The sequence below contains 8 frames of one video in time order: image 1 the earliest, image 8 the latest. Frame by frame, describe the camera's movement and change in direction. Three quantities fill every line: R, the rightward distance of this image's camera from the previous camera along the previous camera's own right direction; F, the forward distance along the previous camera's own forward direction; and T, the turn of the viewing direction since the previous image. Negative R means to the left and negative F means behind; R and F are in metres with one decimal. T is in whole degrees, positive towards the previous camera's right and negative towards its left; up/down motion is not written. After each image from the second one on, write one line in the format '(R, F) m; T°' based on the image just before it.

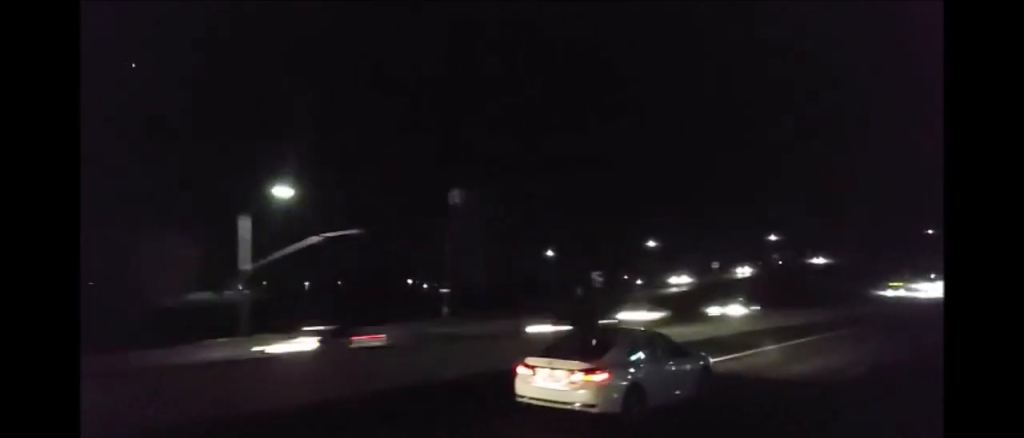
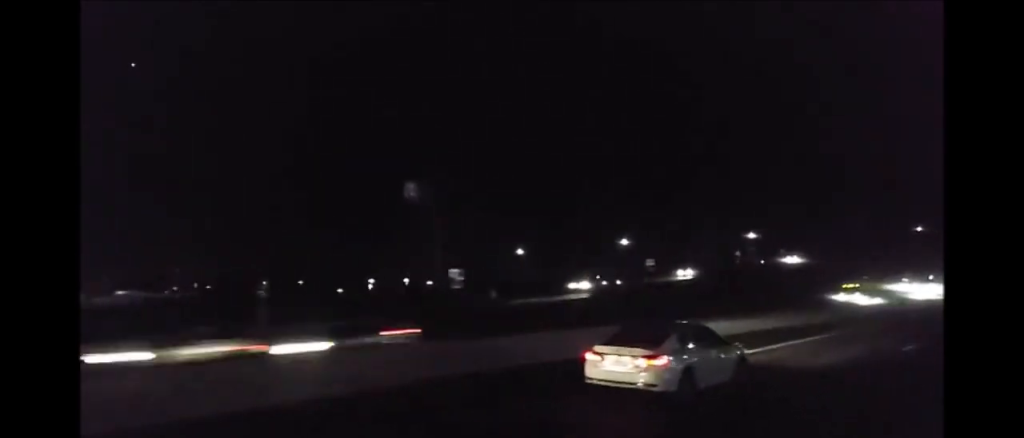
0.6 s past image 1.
(-0.1, +16.8) m; -1°
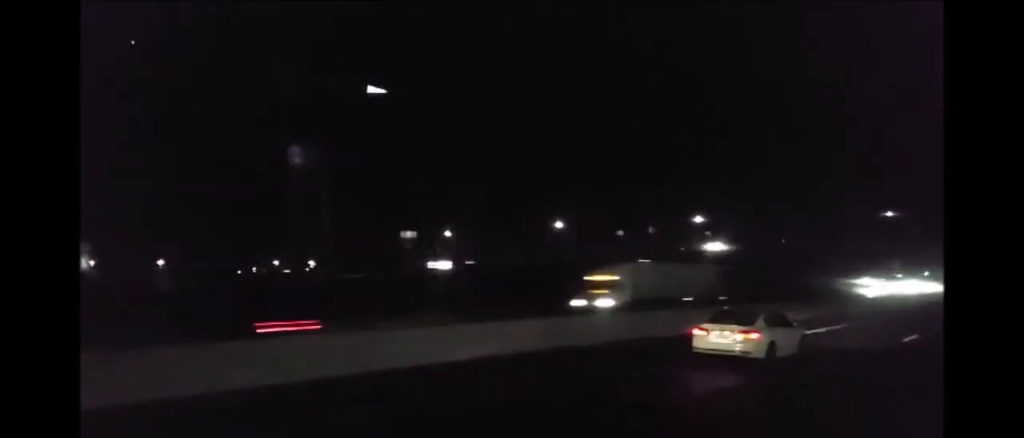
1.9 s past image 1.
(-0.2, +32.1) m; 0°
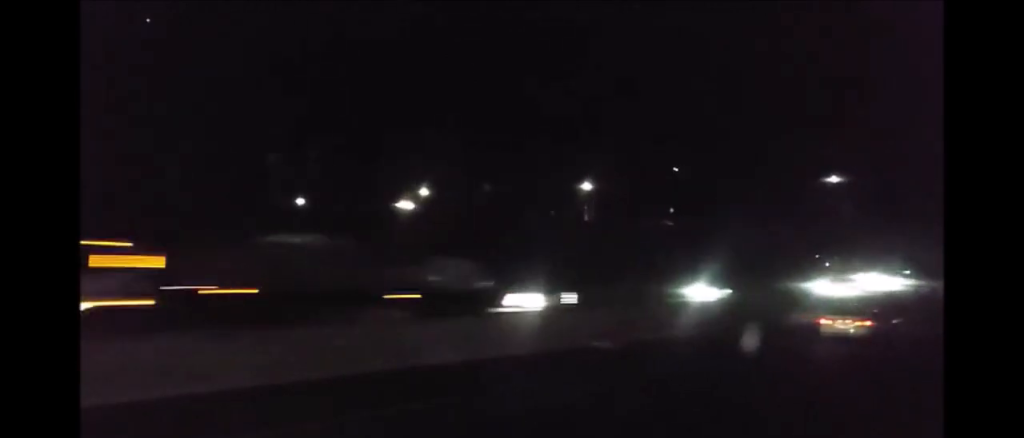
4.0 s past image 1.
(+0.4, +55.9) m; +1°
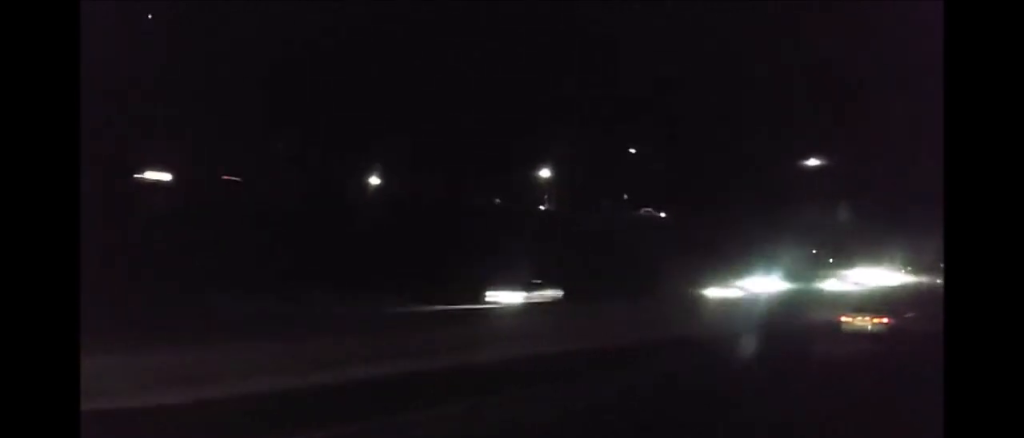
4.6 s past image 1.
(+0.1, +15.2) m; 0°
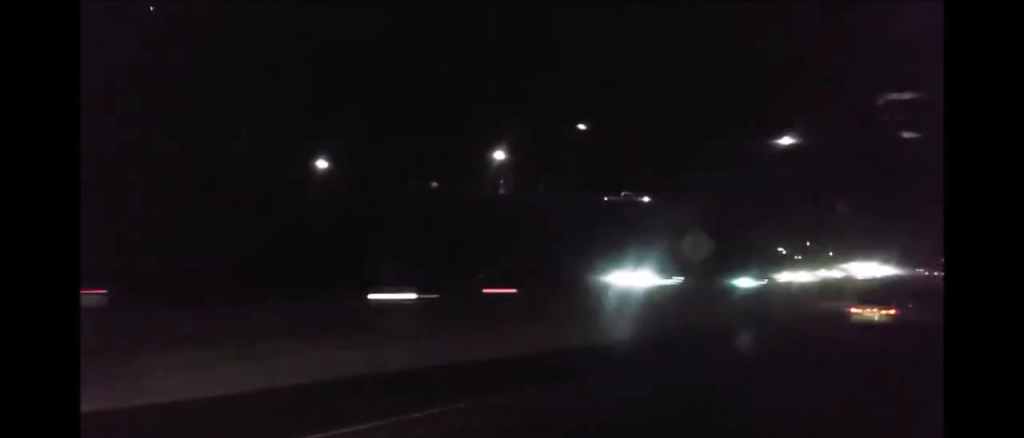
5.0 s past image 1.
(0.0, +12.8) m; 0°
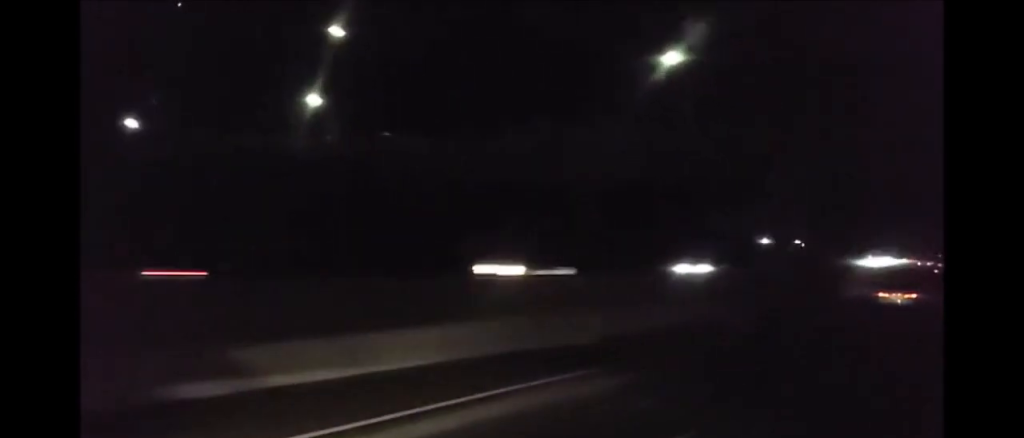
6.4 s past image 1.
(-0.4, +42.0) m; -1°
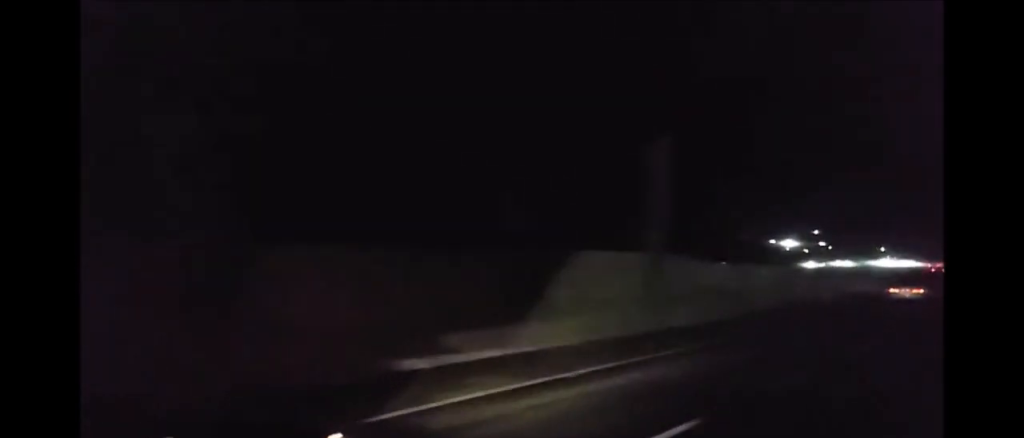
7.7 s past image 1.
(-0.8, +41.4) m; -3°
